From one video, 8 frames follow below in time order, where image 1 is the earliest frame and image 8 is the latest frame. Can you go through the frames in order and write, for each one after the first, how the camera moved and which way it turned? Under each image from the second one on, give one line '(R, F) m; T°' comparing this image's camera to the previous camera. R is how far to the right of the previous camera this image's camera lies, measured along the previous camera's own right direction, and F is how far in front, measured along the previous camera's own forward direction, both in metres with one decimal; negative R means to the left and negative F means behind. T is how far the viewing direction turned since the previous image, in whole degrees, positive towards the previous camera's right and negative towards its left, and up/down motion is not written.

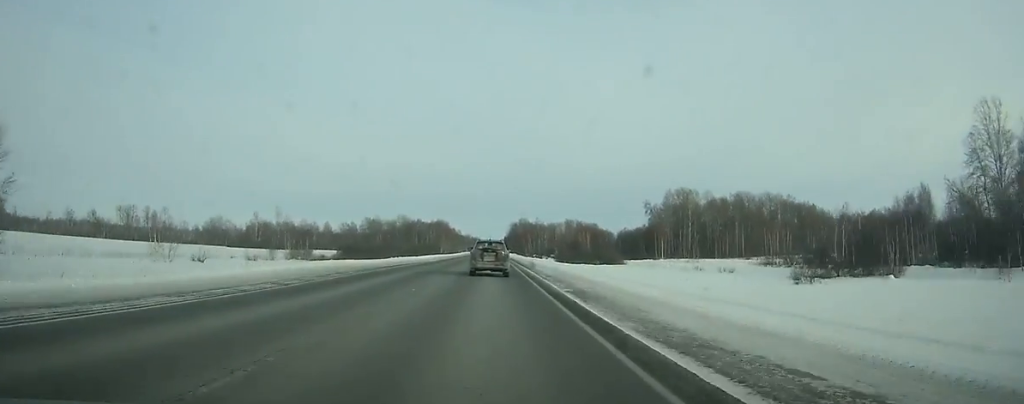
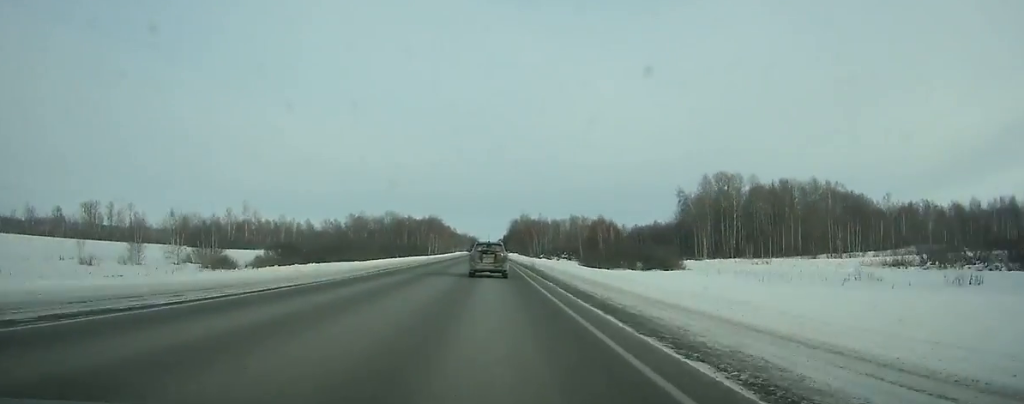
(+0.1, +41.5) m; 0°
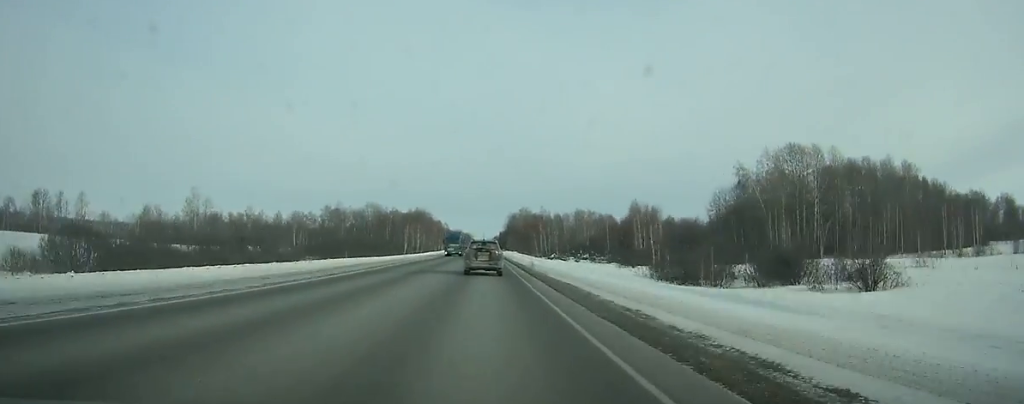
(+0.2, +47.1) m; 0°
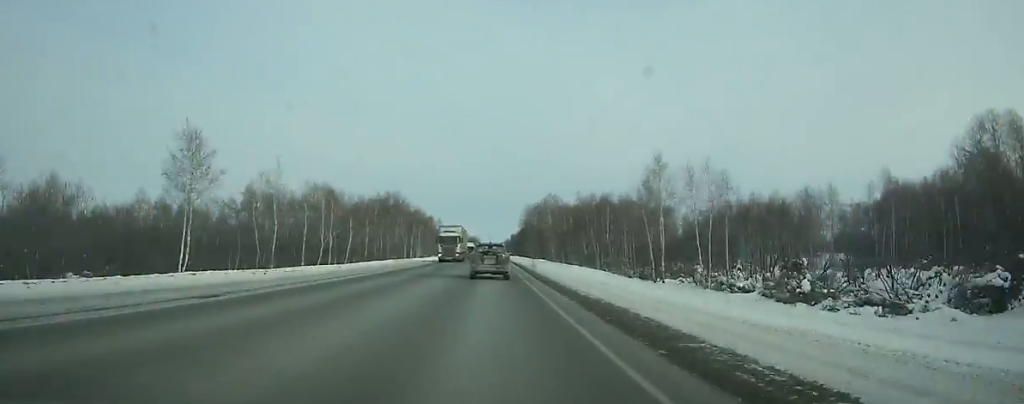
(-0.7, +116.6) m; 0°
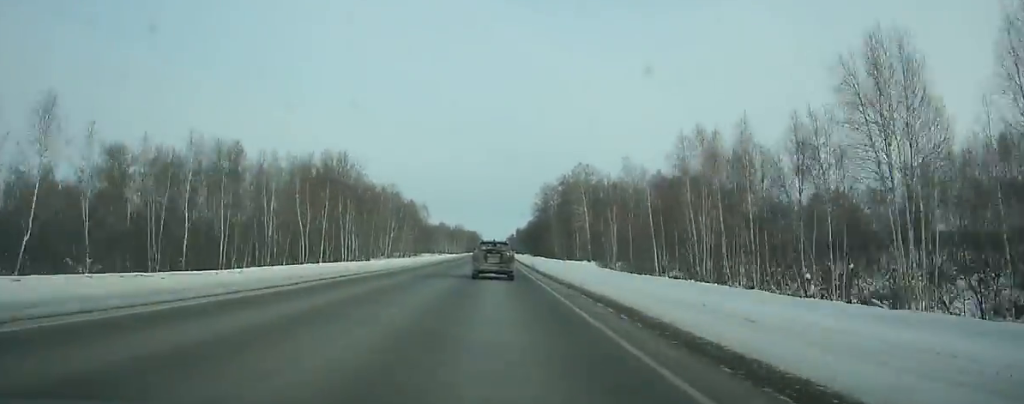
(0.0, +80.1) m; 0°
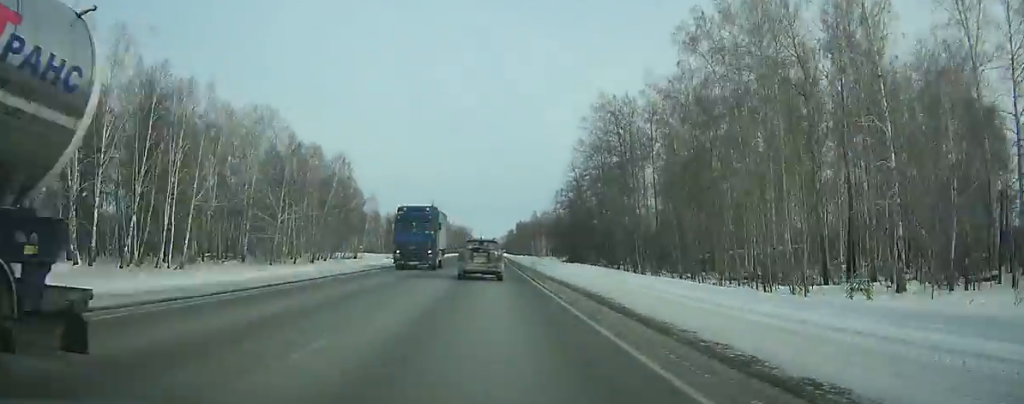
(+0.1, +117.7) m; 0°
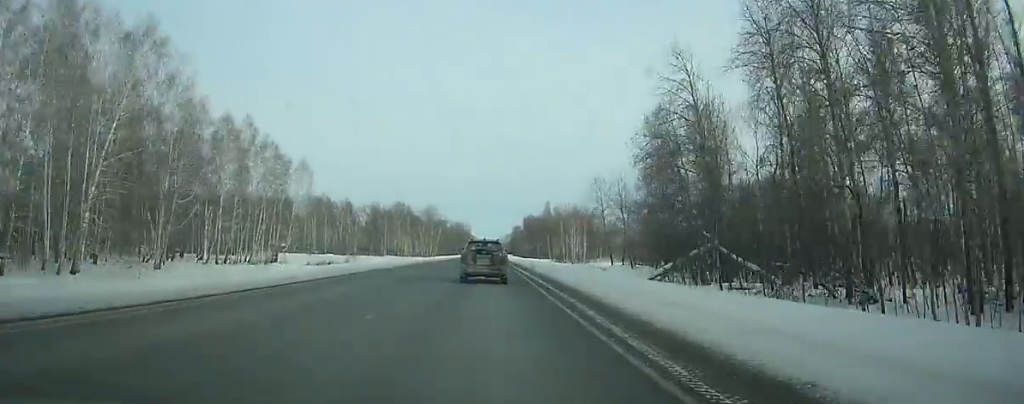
(0.0, +67.4) m; 0°
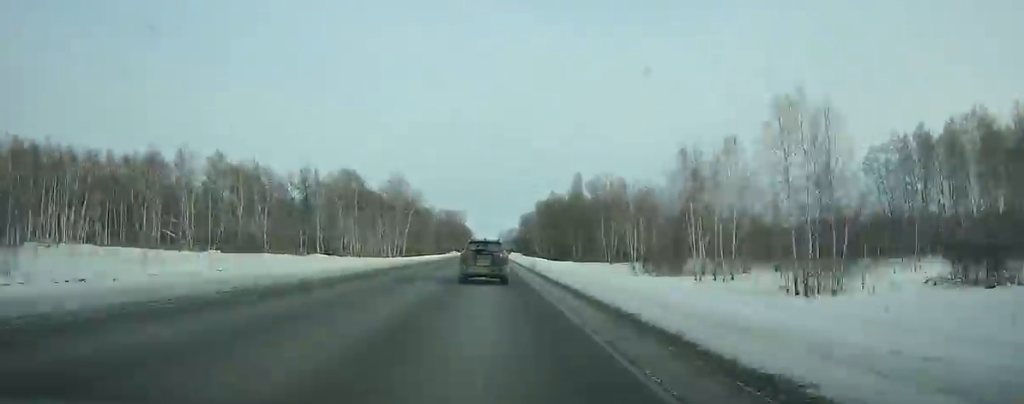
(-0.2, +98.5) m; 0°
